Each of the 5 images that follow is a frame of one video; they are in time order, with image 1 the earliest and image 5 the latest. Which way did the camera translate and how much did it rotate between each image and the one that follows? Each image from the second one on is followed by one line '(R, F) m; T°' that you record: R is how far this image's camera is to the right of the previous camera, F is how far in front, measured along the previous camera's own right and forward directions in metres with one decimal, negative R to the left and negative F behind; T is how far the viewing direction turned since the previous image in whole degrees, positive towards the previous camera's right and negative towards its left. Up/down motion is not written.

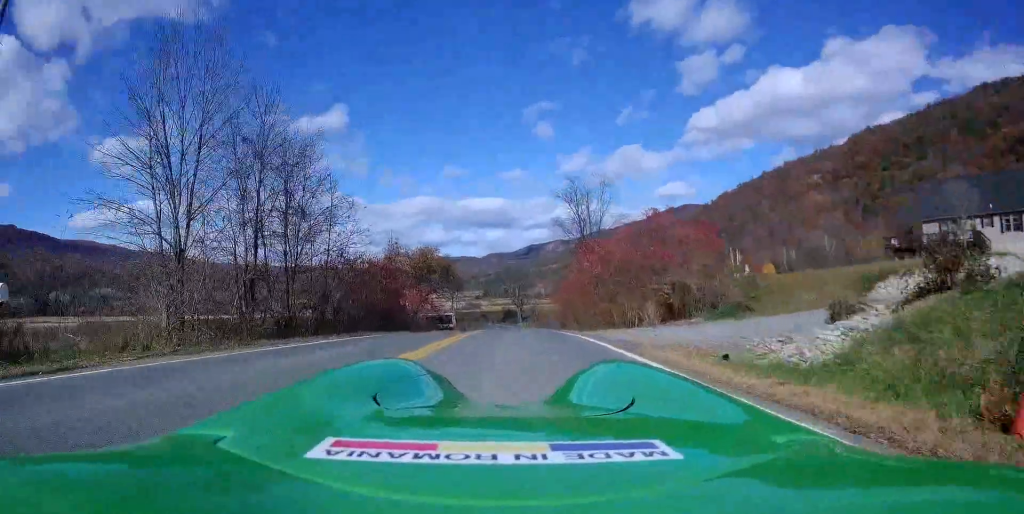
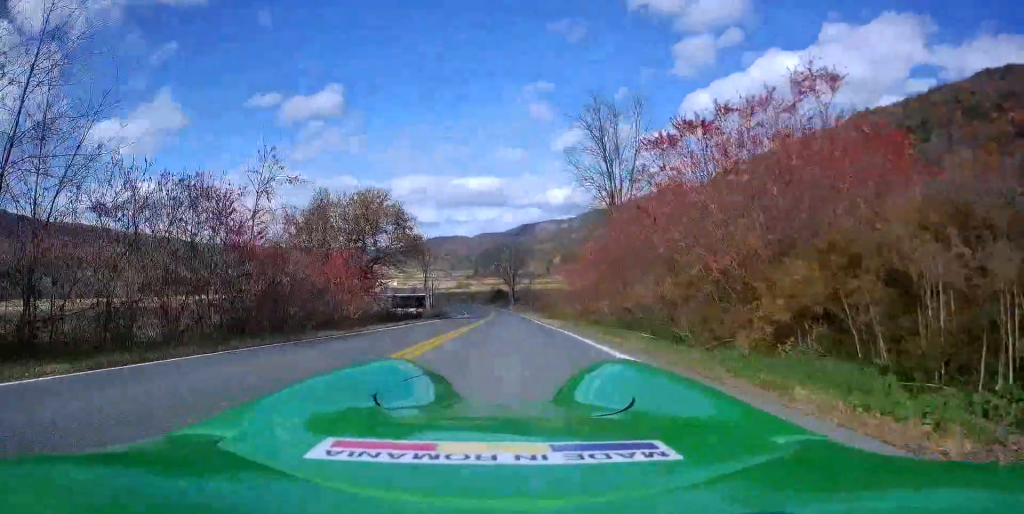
(-0.2, +20.4) m; +2°
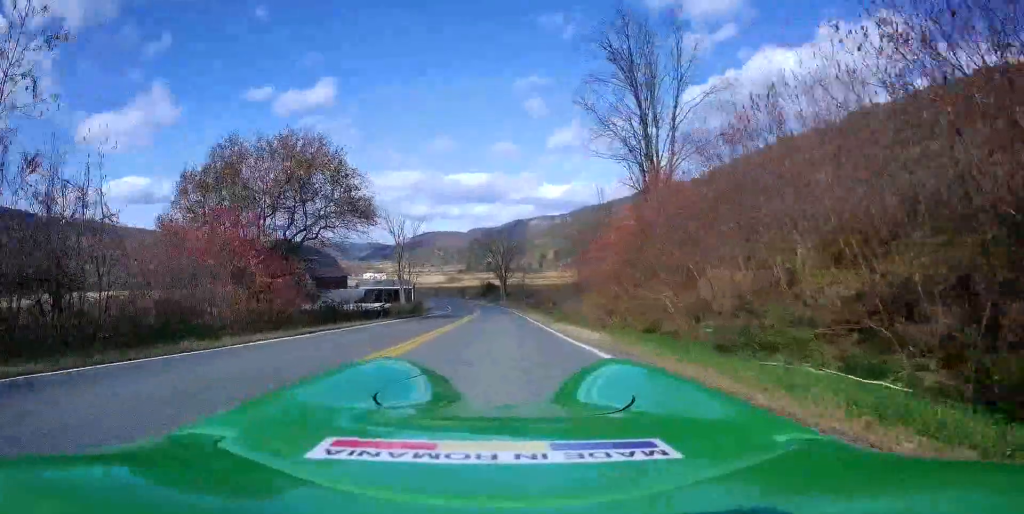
(+0.4, +12.2) m; +1°
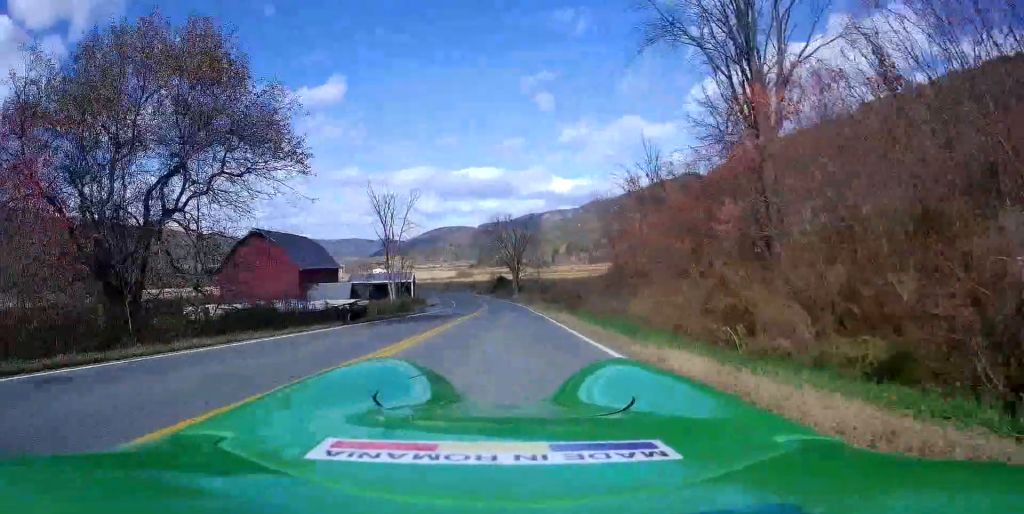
(-0.2, +11.5) m; -2°
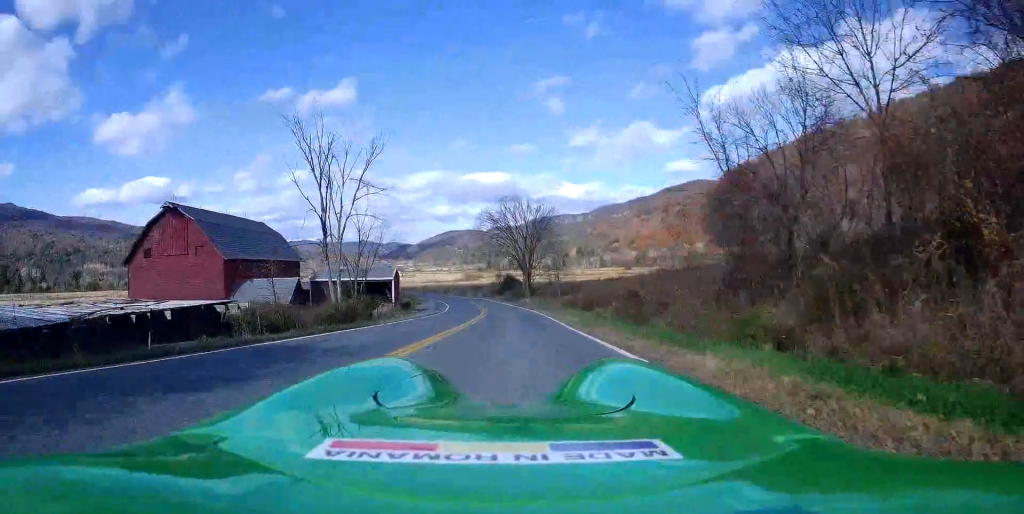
(-0.5, +18.8) m; -3°
